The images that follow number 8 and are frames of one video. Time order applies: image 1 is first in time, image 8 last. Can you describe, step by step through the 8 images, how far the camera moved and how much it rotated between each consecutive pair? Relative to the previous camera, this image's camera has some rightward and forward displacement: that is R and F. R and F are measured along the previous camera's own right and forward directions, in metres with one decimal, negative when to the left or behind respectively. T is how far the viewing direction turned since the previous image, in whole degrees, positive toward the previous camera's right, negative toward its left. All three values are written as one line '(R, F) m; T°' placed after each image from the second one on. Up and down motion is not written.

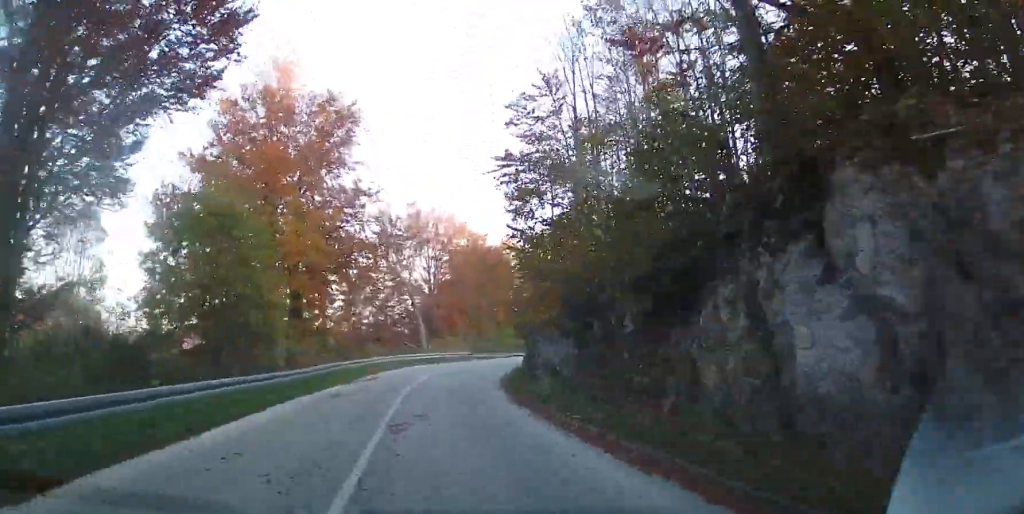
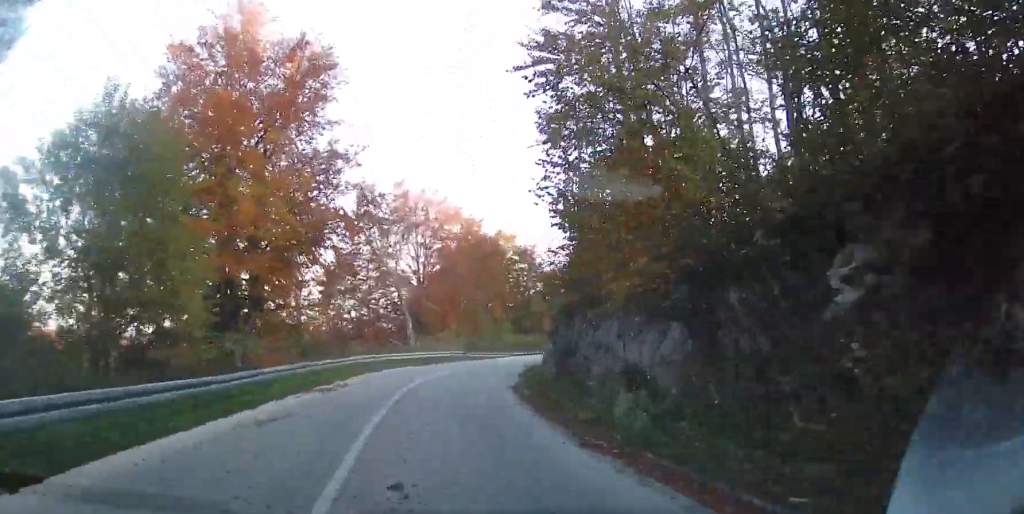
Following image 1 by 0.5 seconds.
(0.0, +7.7) m; +1°
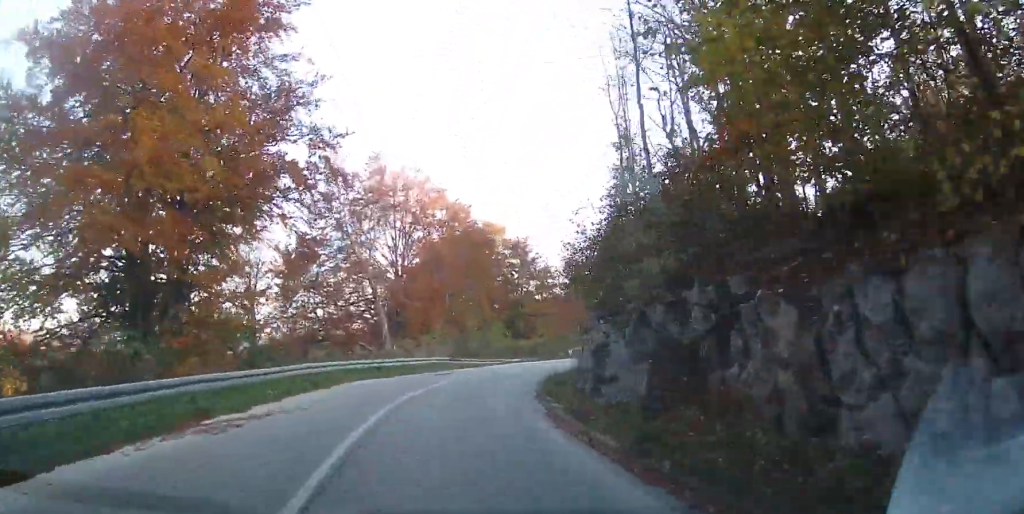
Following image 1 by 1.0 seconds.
(+0.1, +9.2) m; +2°
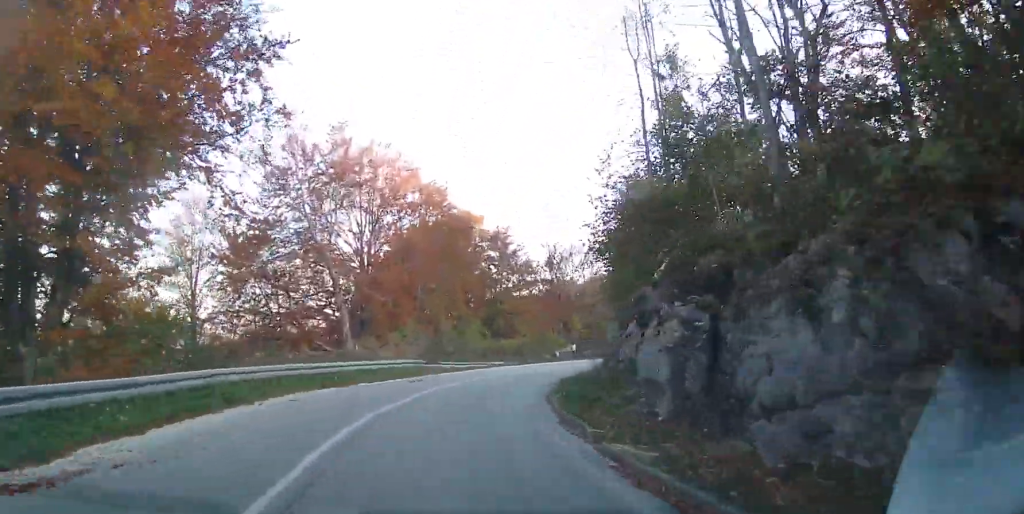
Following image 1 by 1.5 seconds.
(-0.1, +6.9) m; +2°
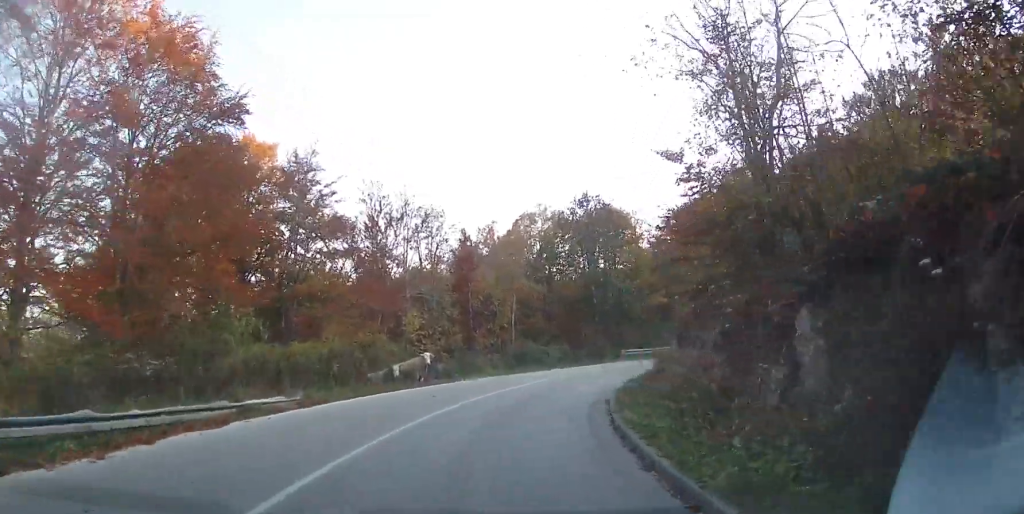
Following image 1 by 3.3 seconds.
(+3.6, +24.8) m; +19°
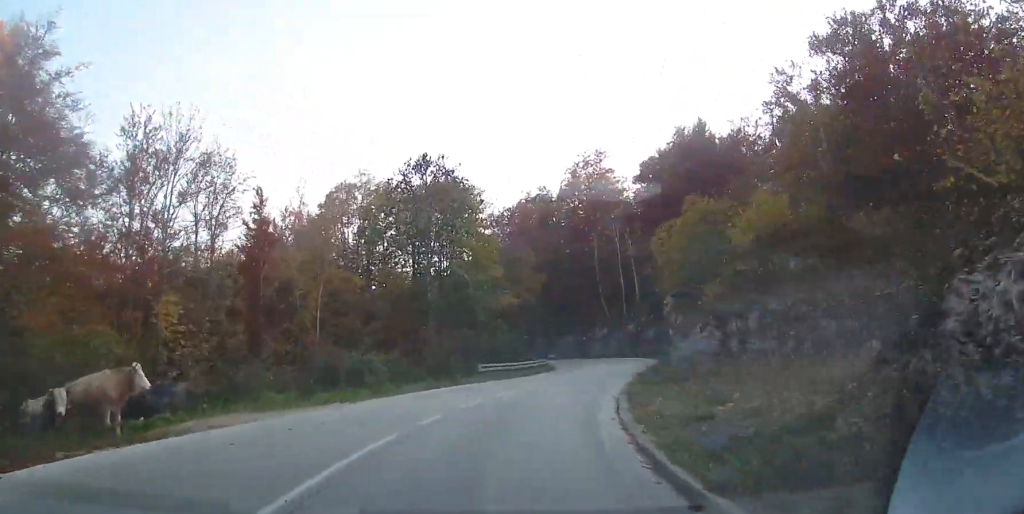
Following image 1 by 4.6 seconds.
(+2.3, +14.6) m; +19°
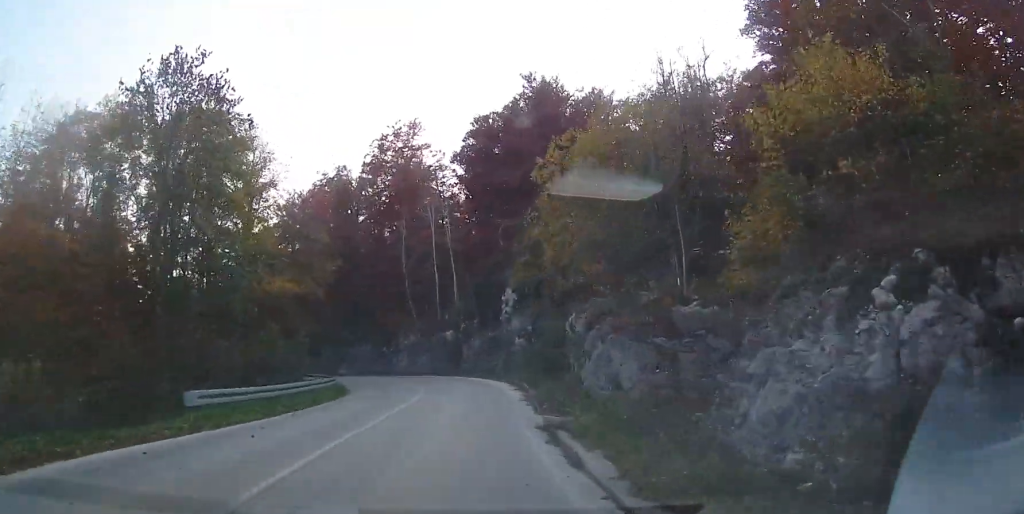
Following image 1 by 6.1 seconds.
(+2.5, +15.4) m; +16°
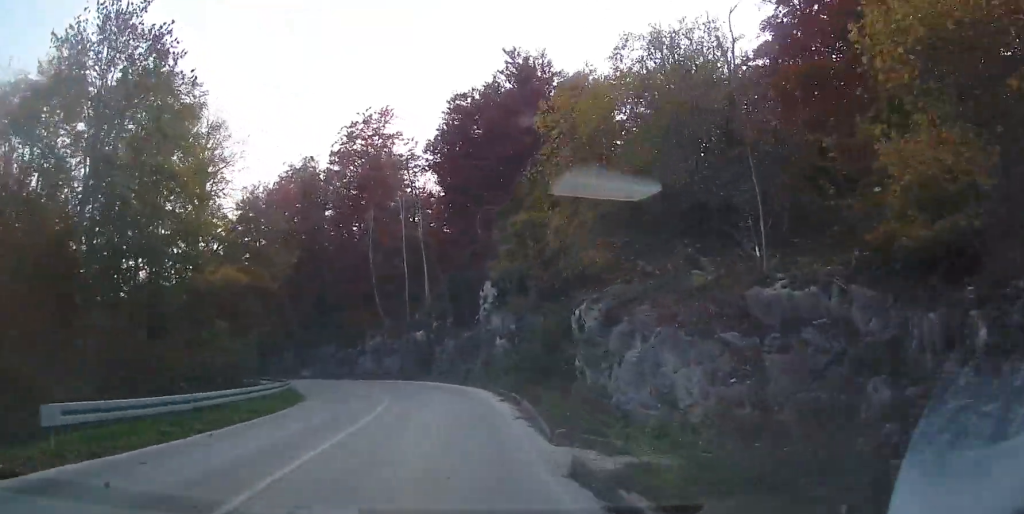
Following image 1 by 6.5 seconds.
(-0.1, +4.3) m; +3°
